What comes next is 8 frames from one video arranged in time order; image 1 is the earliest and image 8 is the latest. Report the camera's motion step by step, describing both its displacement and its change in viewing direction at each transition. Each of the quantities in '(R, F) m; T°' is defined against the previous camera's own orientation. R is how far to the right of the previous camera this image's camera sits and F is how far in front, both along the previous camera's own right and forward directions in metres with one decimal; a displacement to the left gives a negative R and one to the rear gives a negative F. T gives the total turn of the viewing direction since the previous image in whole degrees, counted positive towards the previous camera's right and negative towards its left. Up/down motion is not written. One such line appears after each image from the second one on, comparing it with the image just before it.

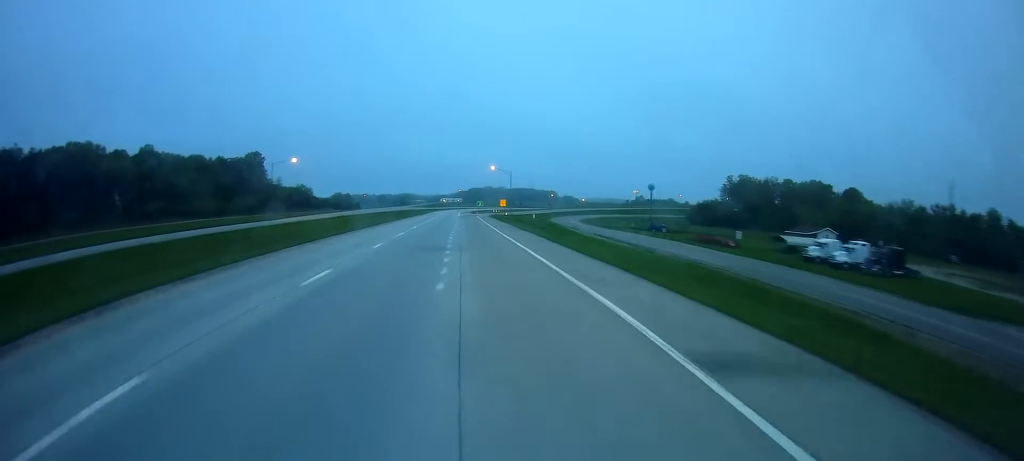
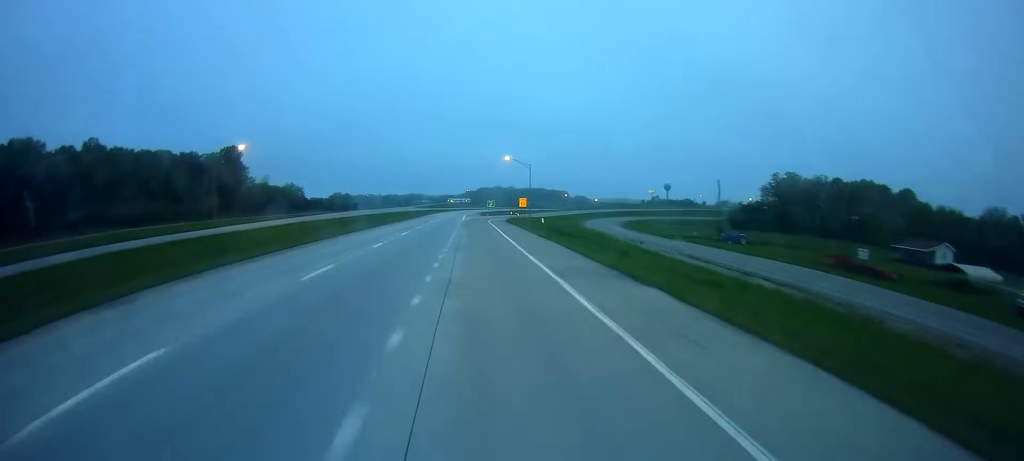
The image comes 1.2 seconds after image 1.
(0.0, +35.6) m; 0°
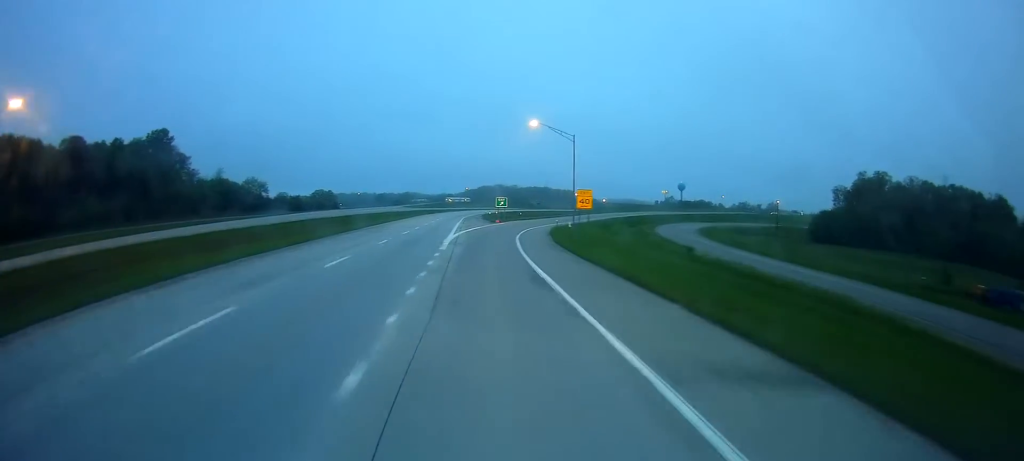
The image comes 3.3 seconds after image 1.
(-0.2, +57.7) m; -1°
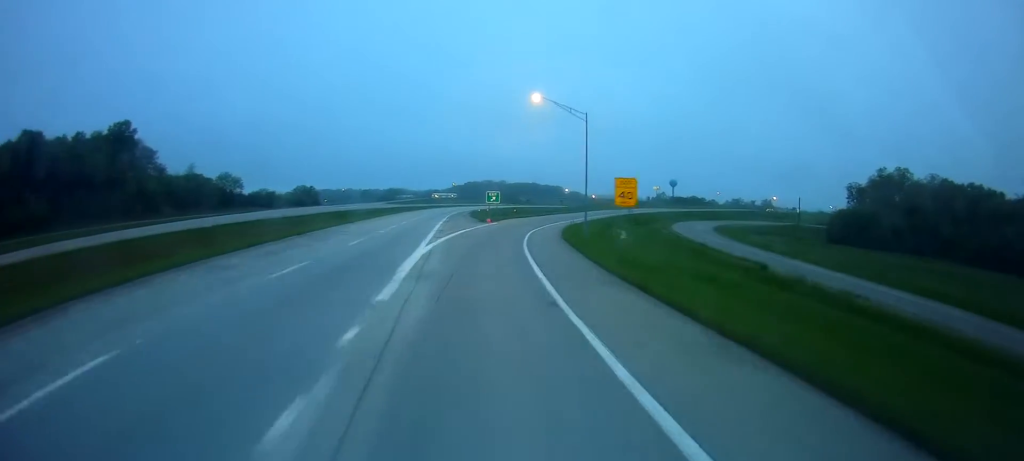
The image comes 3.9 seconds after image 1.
(-0.2, +16.4) m; 0°
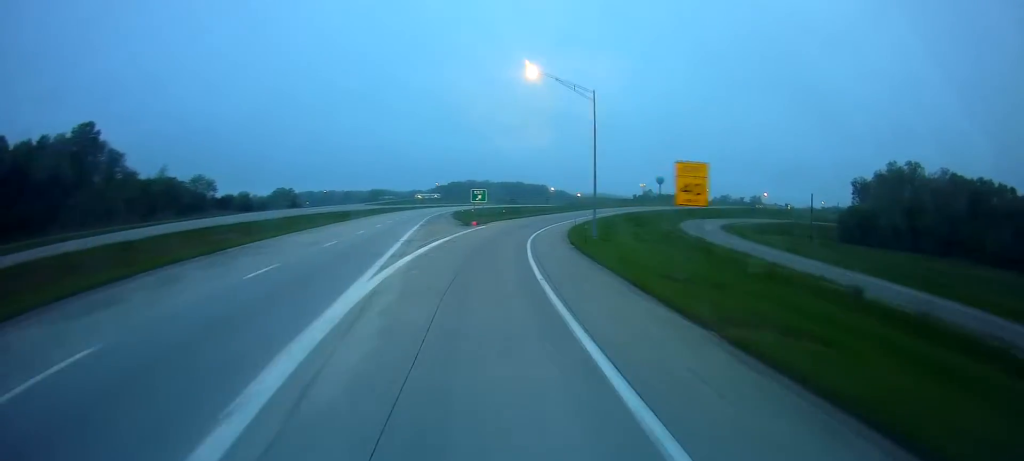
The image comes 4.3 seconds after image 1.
(+0.1, +11.7) m; +1°
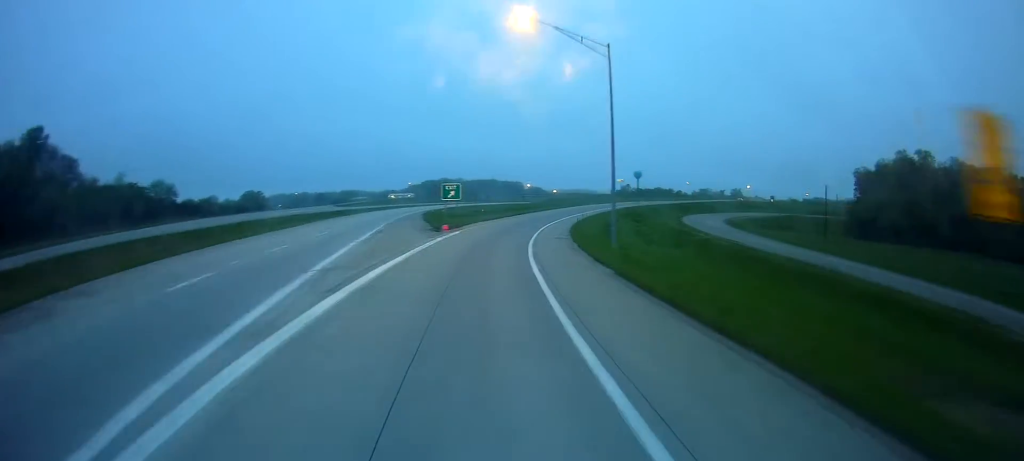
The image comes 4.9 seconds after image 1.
(+0.1, +14.4) m; +1°
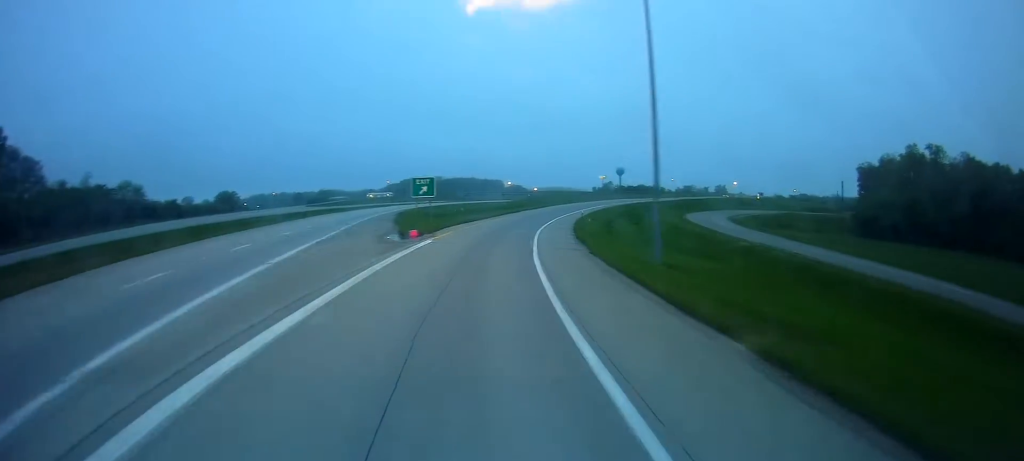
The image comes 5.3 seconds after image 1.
(+0.2, +11.5) m; +1°
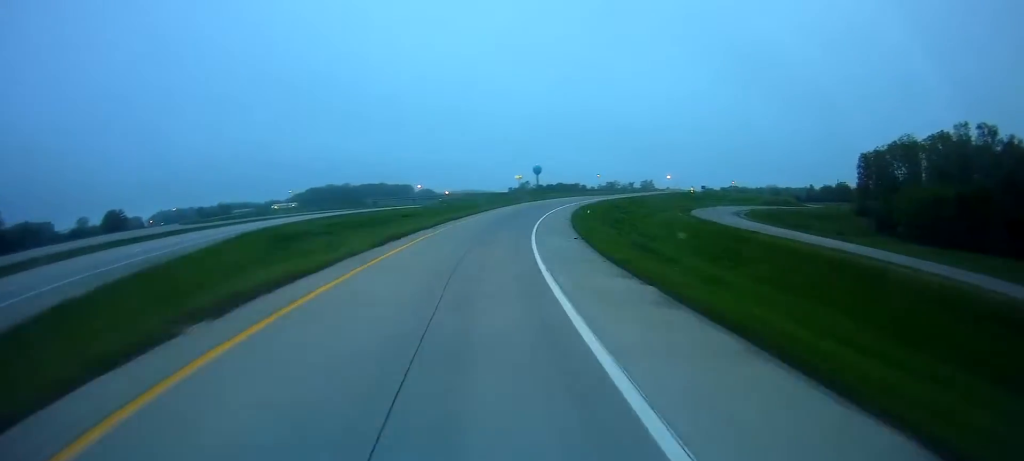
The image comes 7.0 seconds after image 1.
(+2.4, +43.5) m; +8°
